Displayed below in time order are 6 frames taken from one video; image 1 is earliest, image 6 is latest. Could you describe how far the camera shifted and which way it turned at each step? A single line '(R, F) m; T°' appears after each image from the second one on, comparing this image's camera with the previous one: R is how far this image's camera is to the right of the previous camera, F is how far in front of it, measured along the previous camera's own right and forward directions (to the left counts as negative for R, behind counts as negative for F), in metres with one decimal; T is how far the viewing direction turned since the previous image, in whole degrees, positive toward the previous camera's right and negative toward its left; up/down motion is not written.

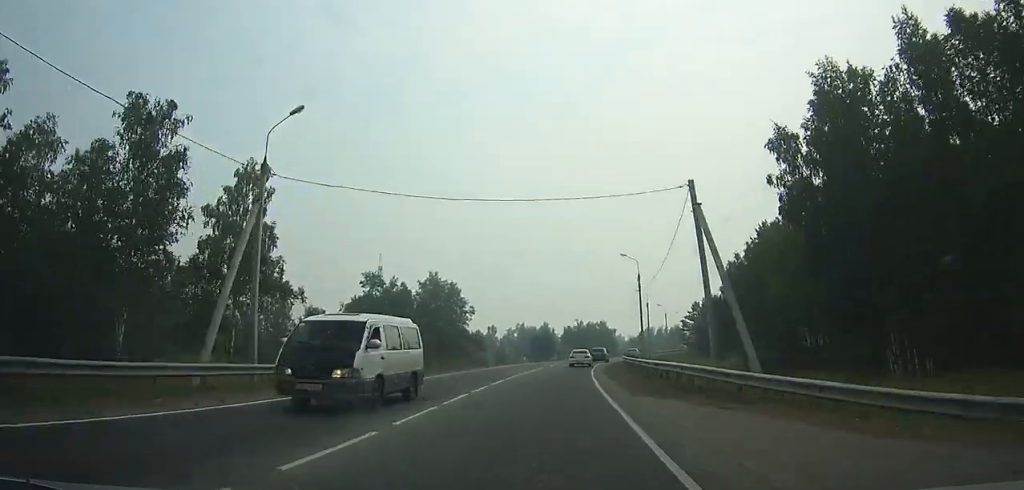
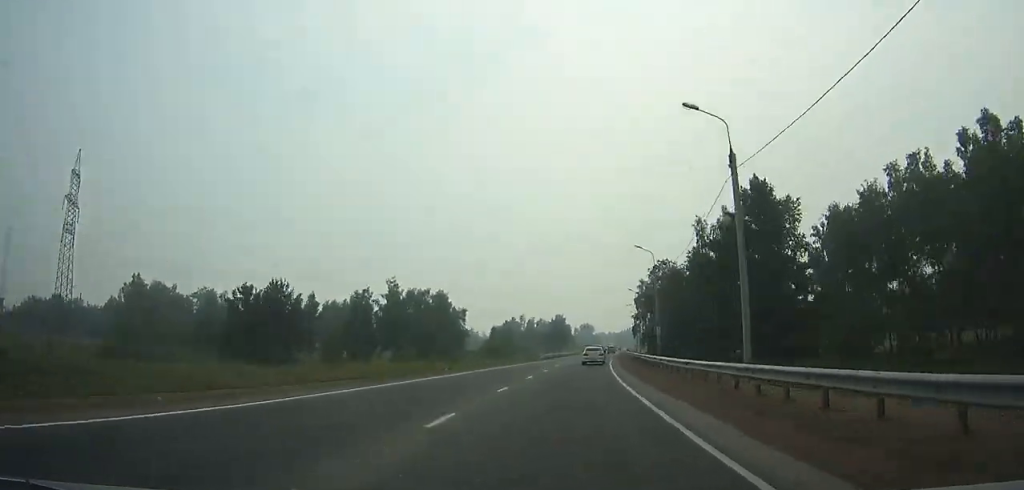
(0.0, +91.3) m; 0°
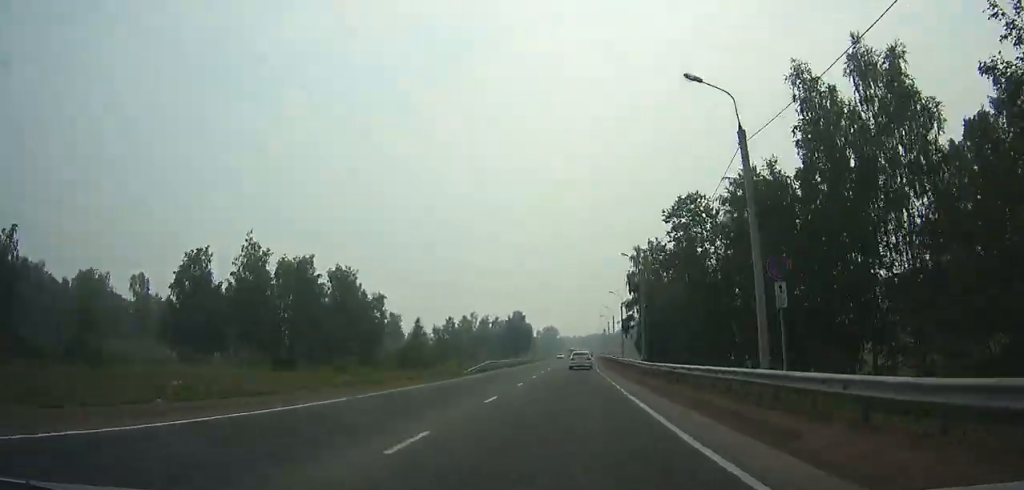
(0.0, +31.7) m; 0°
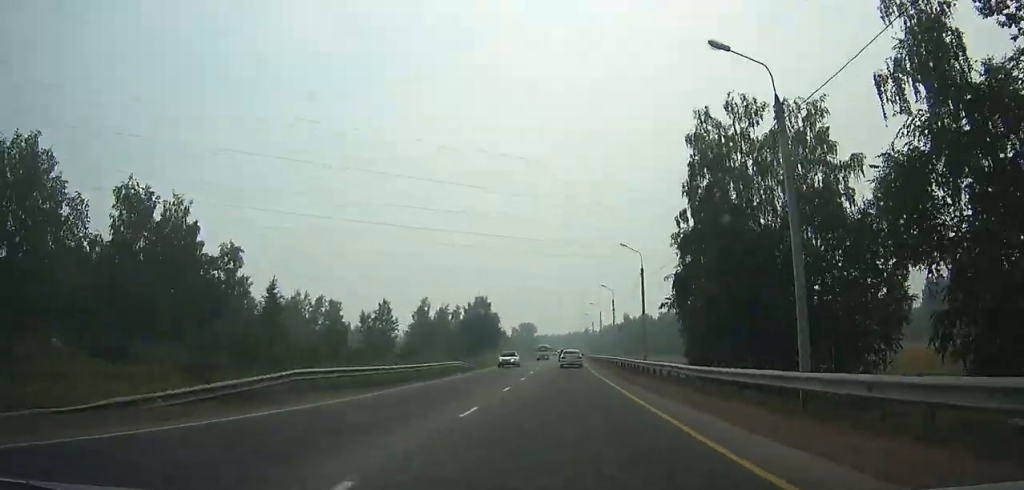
(0.0, +33.9) m; 0°
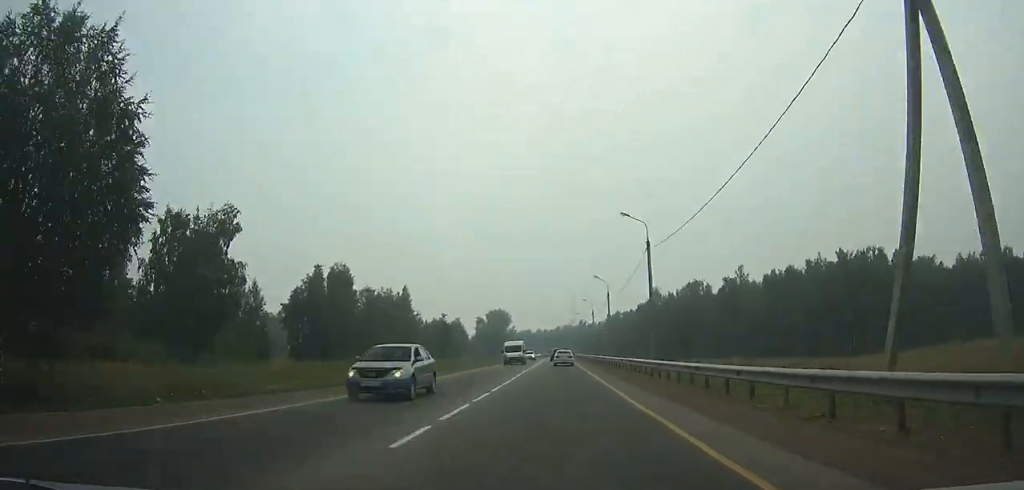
(0.0, +93.2) m; 0°
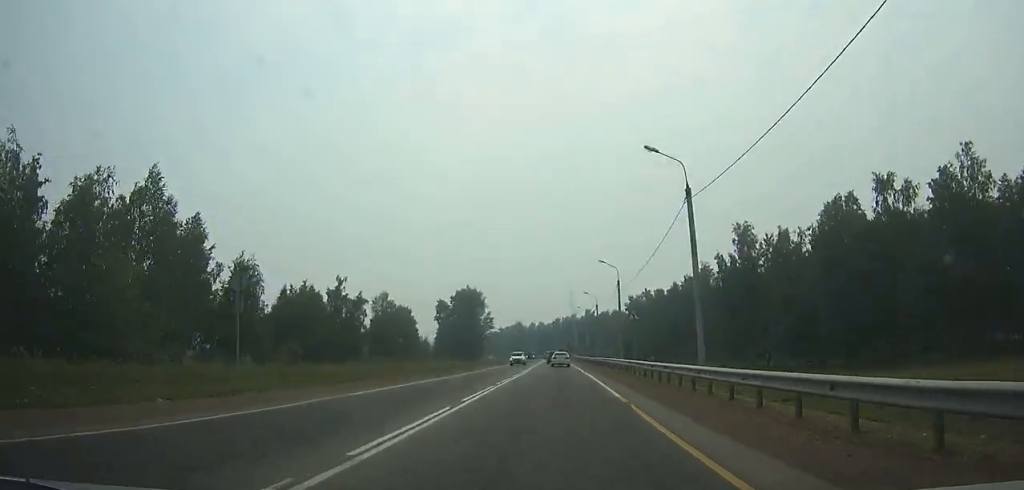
(0.0, +70.0) m; 0°
